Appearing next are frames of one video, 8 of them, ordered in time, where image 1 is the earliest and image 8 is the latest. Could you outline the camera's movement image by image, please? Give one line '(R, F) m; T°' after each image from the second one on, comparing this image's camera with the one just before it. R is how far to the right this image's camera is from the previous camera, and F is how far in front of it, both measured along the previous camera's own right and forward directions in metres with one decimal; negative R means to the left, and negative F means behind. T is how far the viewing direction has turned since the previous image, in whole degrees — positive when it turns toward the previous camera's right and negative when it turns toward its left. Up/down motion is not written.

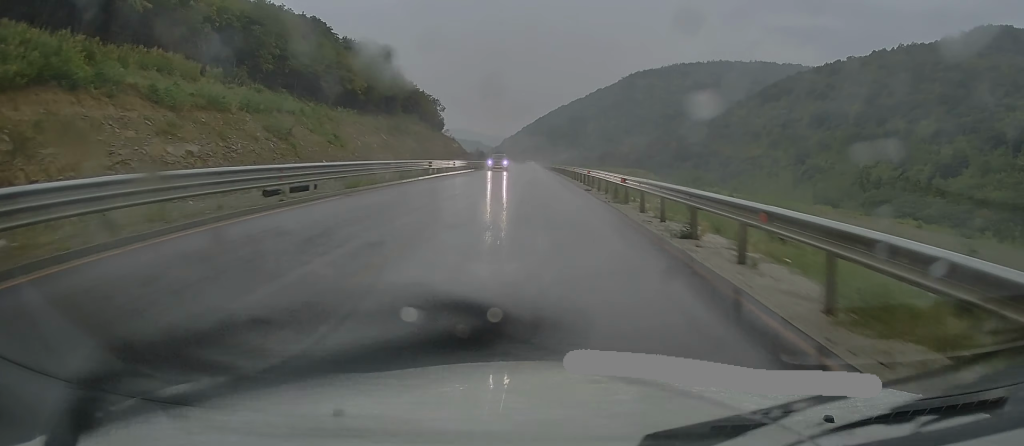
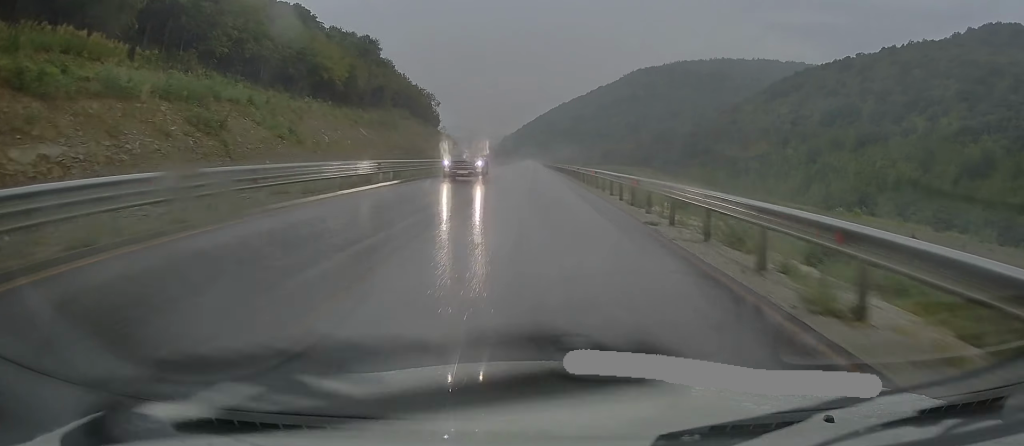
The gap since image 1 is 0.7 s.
(-0.2, +14.0) m; -1°
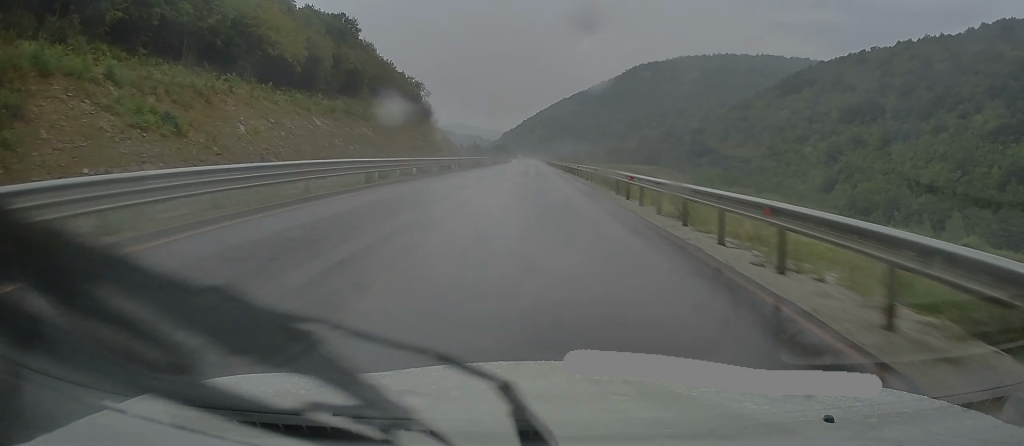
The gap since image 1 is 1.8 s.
(0.0, +21.8) m; 0°
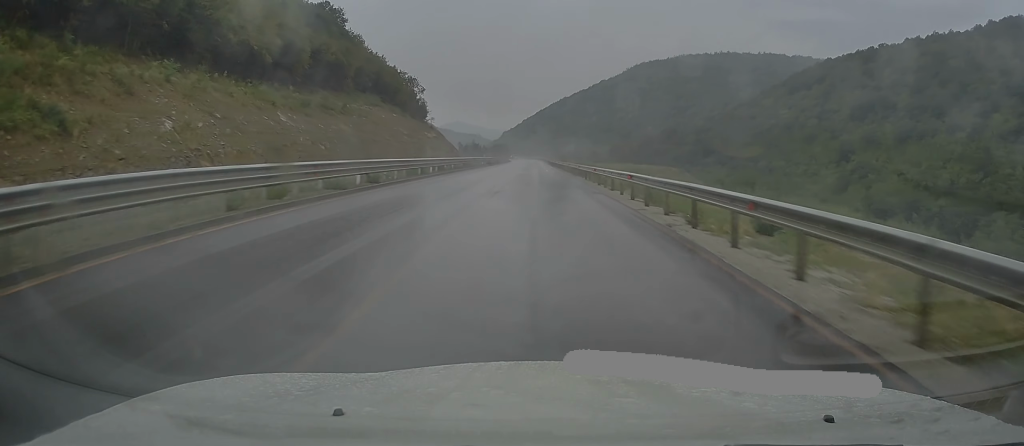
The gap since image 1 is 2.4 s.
(-0.1, +11.1) m; 0°
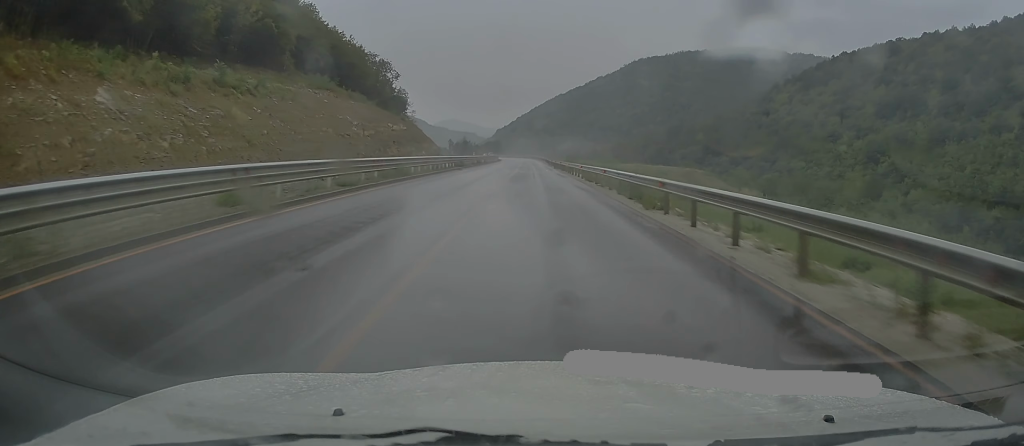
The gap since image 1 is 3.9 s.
(+0.1, +29.2) m; 0°
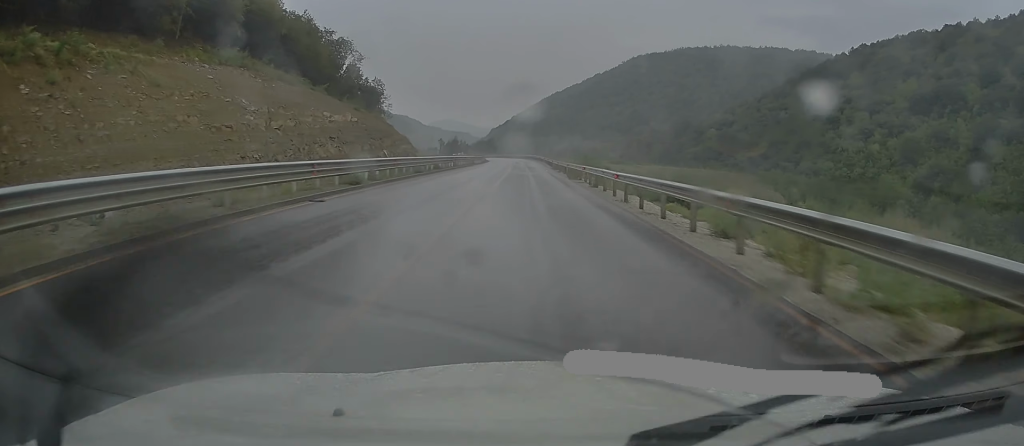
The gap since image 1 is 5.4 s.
(+0.2, +30.3) m; 0°
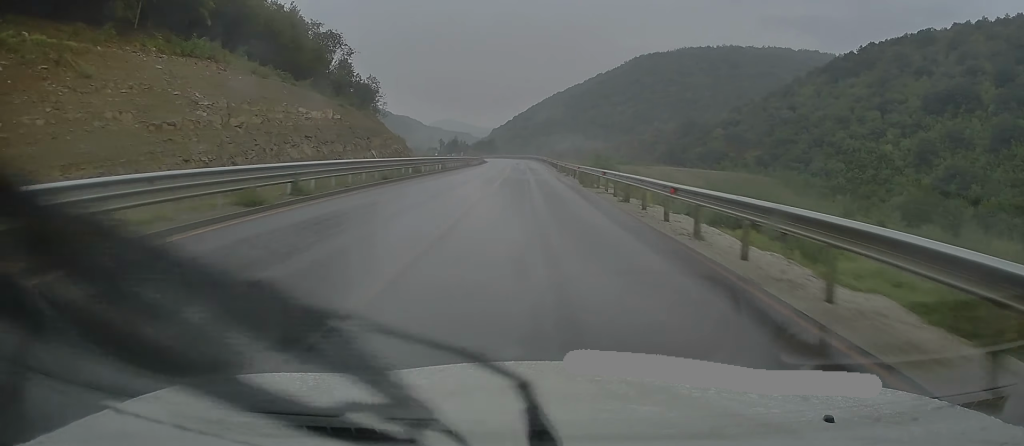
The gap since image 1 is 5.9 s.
(0.0, +8.4) m; 0°
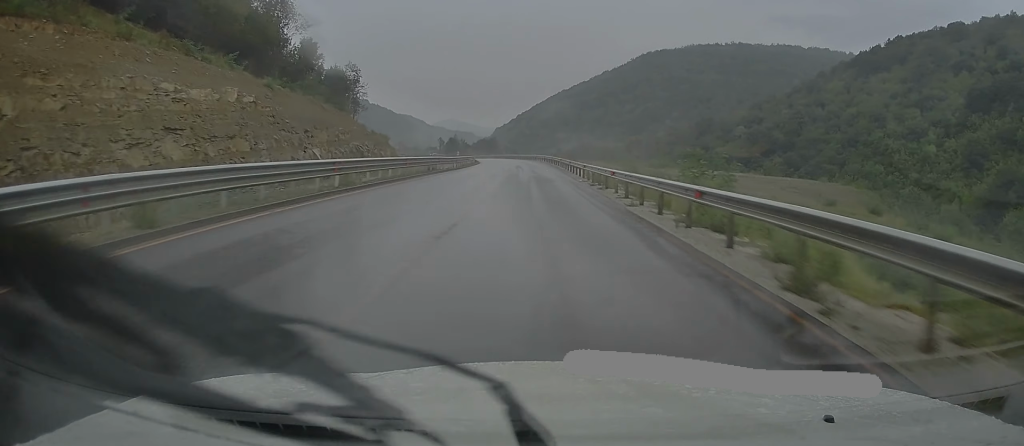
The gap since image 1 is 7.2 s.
(-0.1, +25.7) m; 0°
